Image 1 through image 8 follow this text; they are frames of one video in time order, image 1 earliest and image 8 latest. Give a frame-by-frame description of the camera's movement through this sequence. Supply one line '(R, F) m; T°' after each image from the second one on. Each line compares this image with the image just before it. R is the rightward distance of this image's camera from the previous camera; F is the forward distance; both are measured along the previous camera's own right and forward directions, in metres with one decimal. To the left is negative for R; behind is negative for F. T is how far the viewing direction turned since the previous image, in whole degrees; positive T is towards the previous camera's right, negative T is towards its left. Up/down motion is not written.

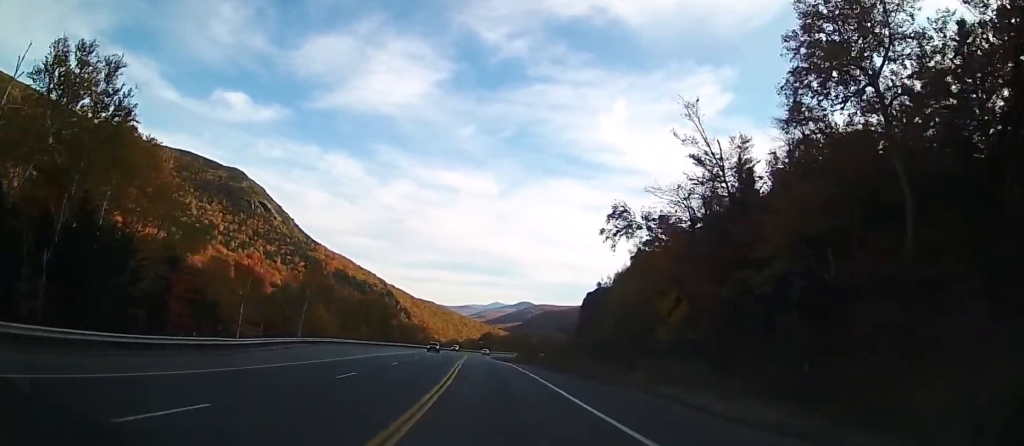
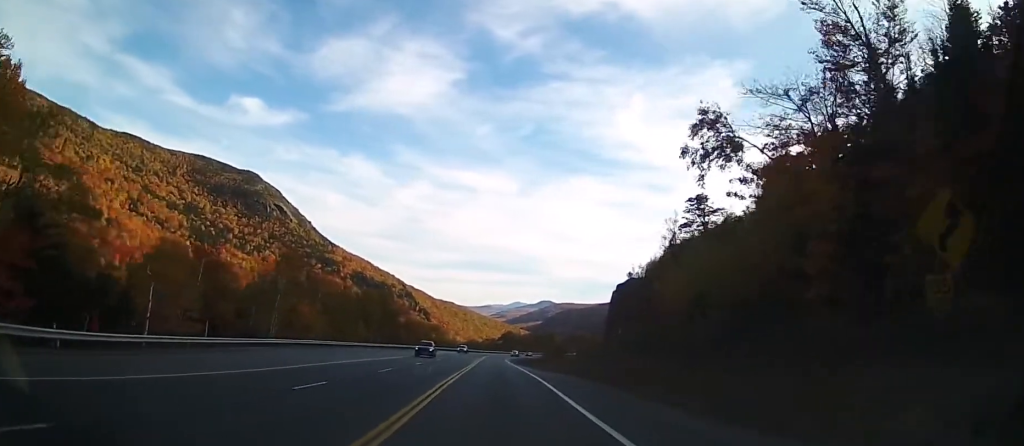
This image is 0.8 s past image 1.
(-0.2, +16.0) m; -2°
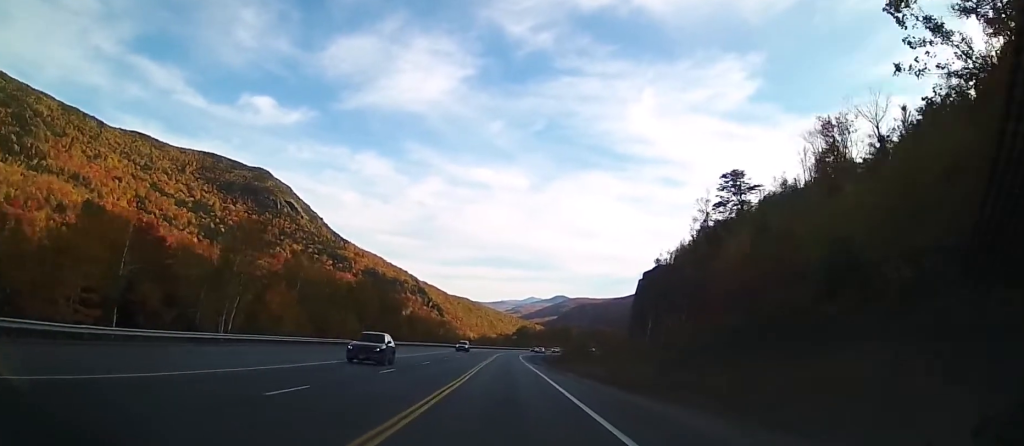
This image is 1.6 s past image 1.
(-0.1, +14.3) m; -2°
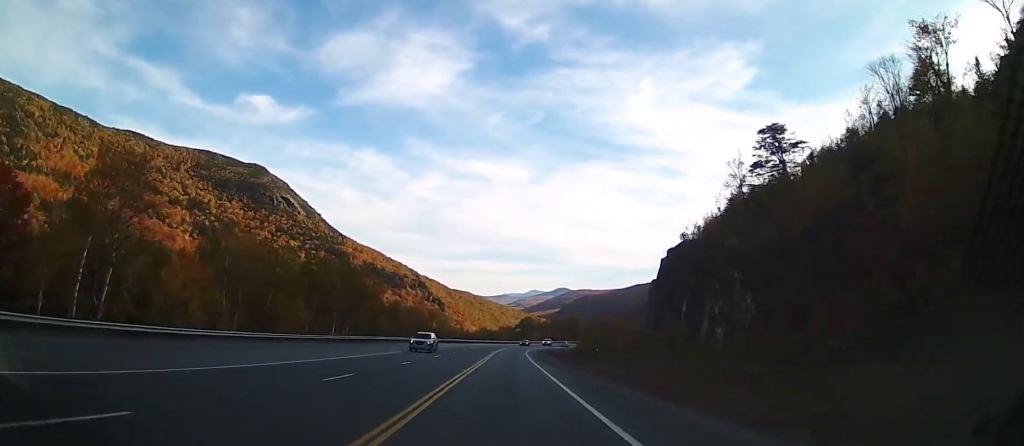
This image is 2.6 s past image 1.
(-0.4, +19.5) m; -1°
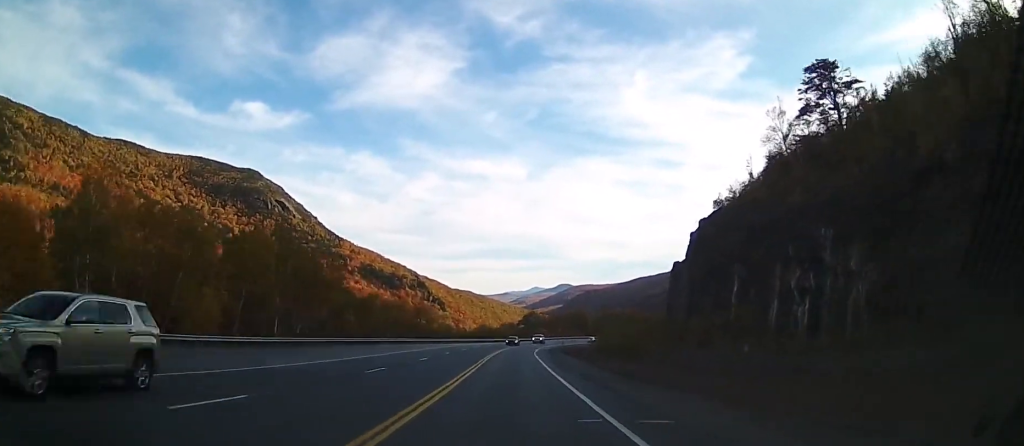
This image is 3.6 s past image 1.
(+0.1, +20.1) m; +1°
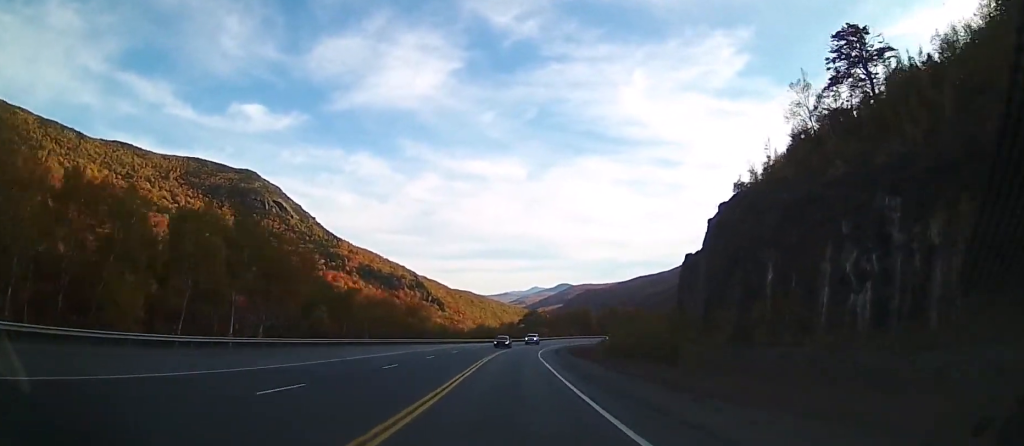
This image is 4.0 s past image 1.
(+0.1, +9.6) m; 0°
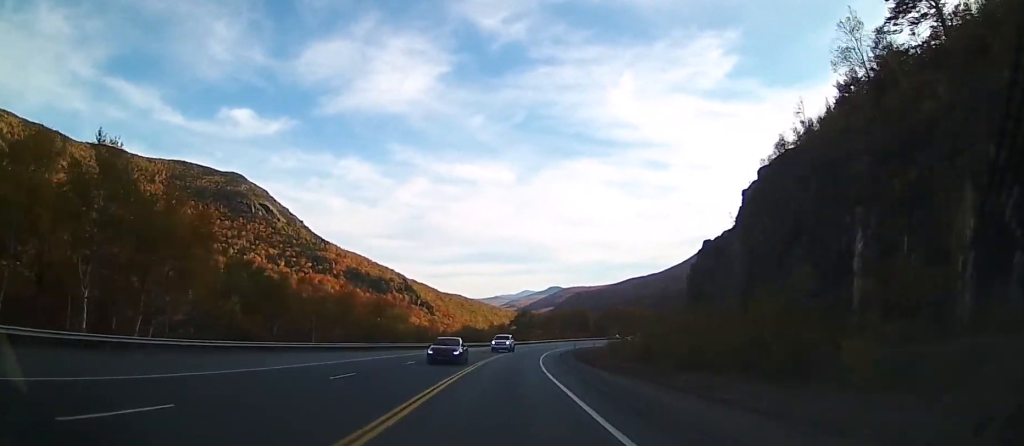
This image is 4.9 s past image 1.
(+0.1, +18.1) m; 0°
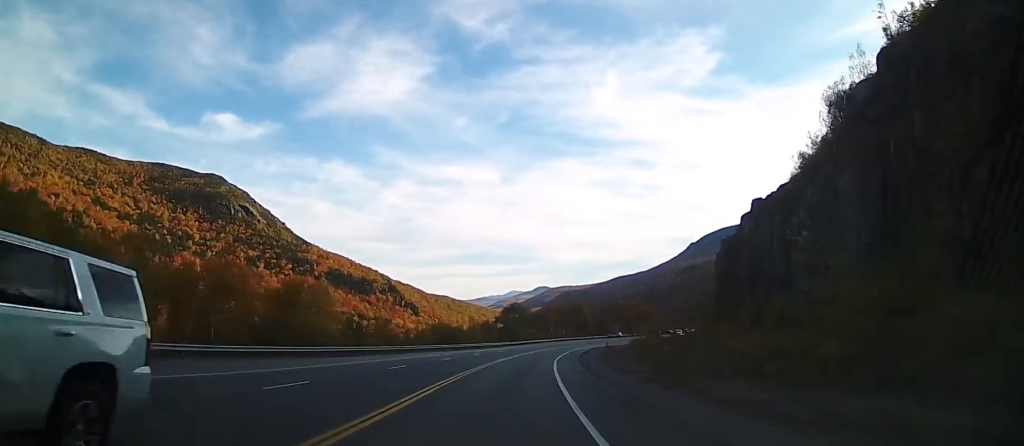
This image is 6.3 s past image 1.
(+0.3, +28.8) m; +2°
